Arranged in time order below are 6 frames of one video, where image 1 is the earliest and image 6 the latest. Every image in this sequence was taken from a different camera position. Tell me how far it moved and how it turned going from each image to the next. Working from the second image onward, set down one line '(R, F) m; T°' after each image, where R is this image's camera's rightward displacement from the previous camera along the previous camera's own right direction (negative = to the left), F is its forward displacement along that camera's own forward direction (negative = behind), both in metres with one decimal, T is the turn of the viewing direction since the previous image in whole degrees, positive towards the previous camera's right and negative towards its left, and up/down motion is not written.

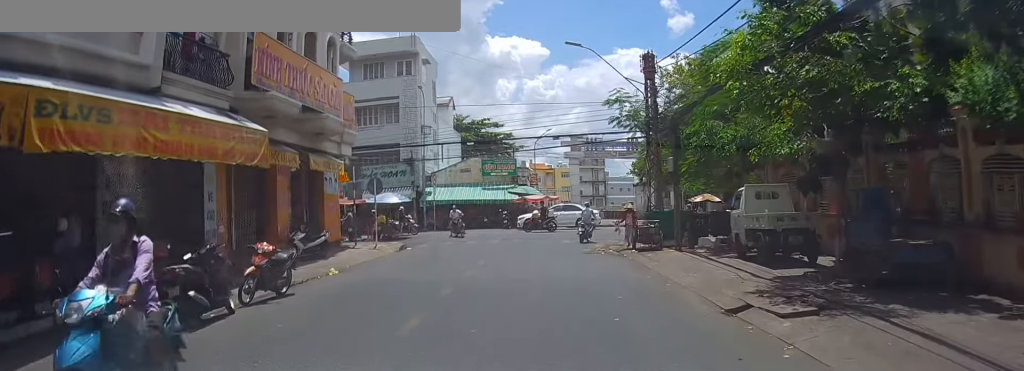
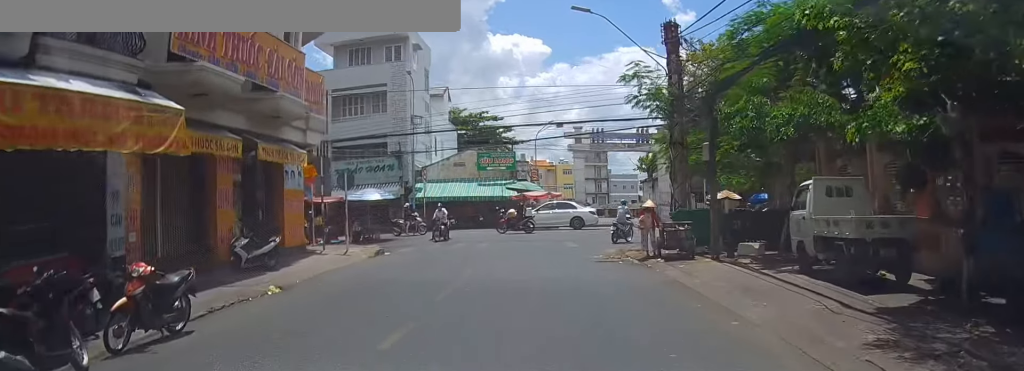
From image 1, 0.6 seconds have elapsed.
(-0.3, +3.7) m; +2°
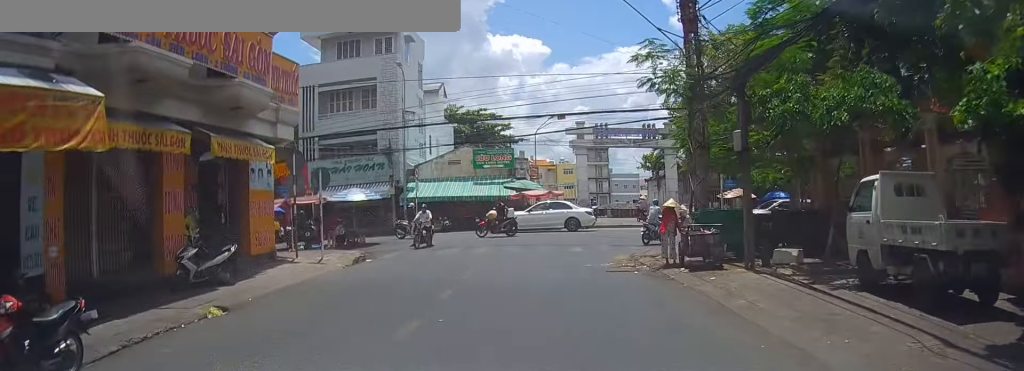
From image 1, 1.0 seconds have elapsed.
(-0.2, +2.4) m; +1°
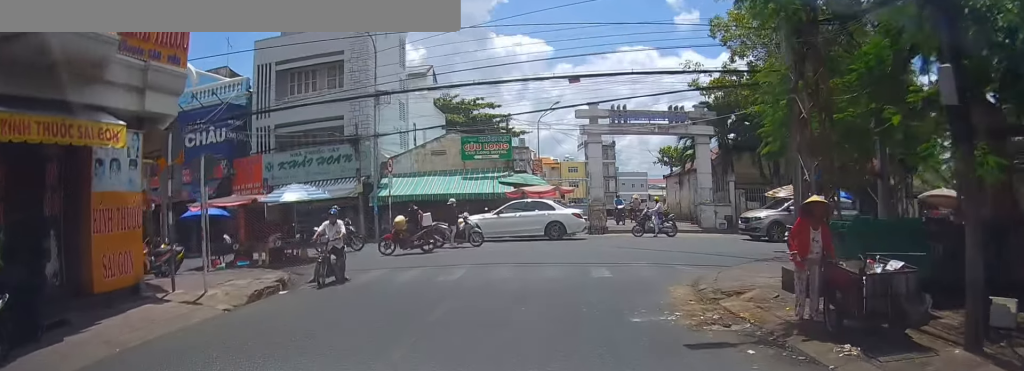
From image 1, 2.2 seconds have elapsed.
(+0.6, +7.9) m; 0°
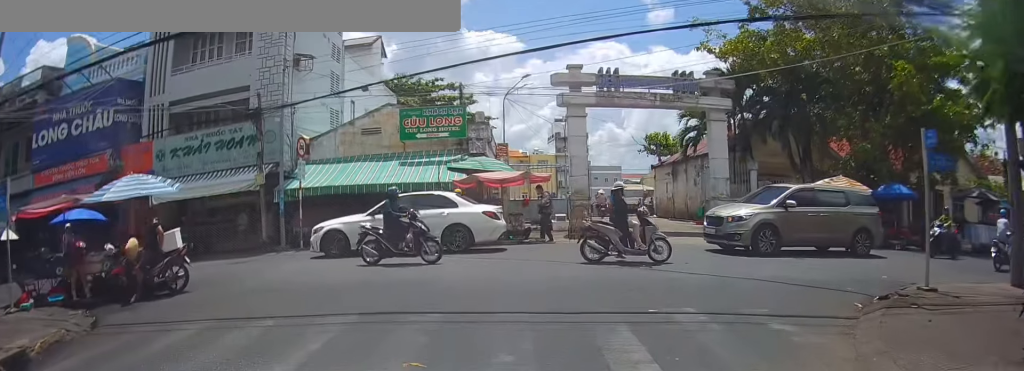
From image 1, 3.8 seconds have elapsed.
(-1.3, +10.3) m; -9°
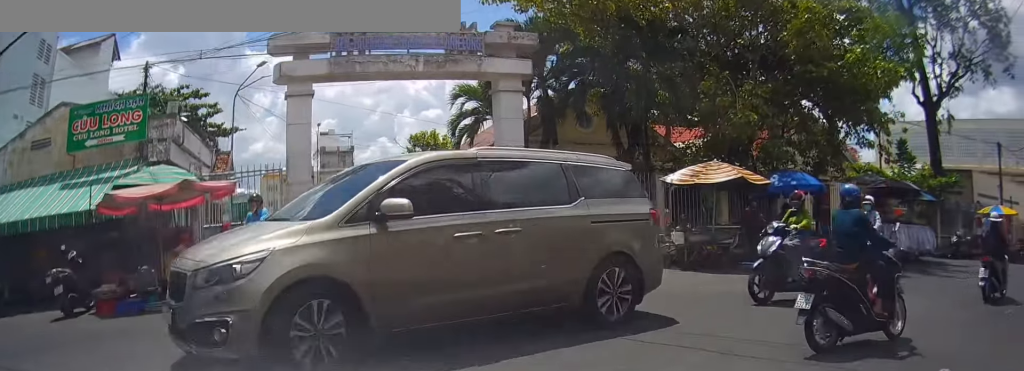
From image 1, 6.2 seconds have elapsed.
(+2.2, +13.7) m; +21°
